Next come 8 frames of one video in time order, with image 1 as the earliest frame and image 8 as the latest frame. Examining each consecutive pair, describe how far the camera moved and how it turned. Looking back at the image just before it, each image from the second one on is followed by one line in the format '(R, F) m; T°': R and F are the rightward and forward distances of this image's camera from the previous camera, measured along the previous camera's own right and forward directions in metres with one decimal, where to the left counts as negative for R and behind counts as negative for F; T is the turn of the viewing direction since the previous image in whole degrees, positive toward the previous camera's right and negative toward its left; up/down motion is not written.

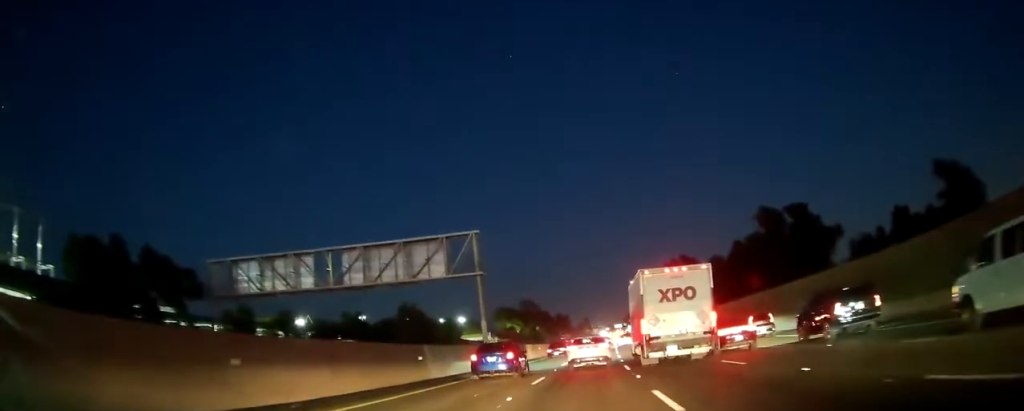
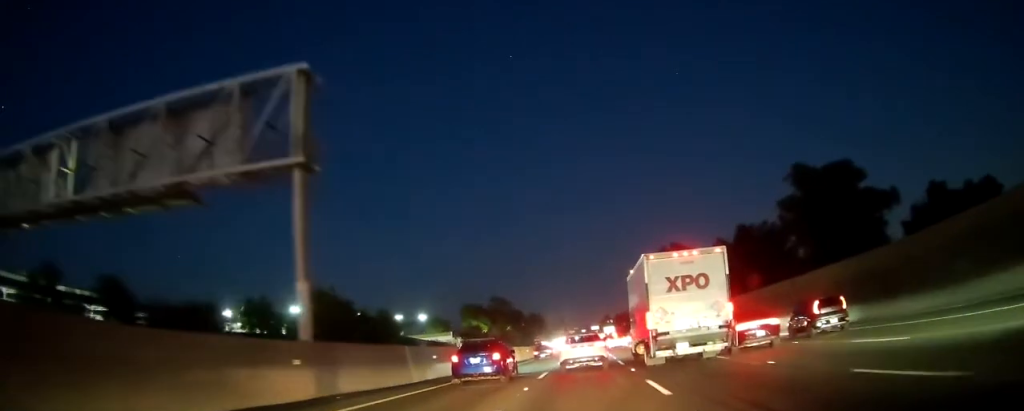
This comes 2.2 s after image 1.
(+0.7, +27.8) m; +3°
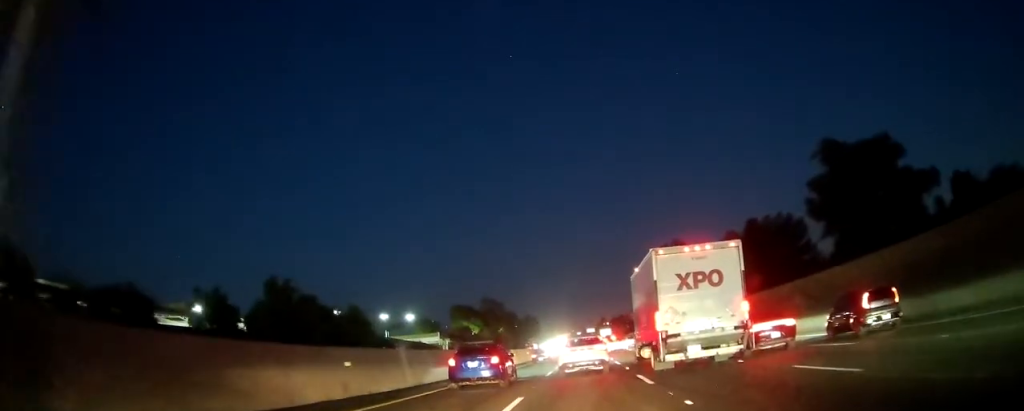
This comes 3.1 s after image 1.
(+0.1, +11.1) m; 0°
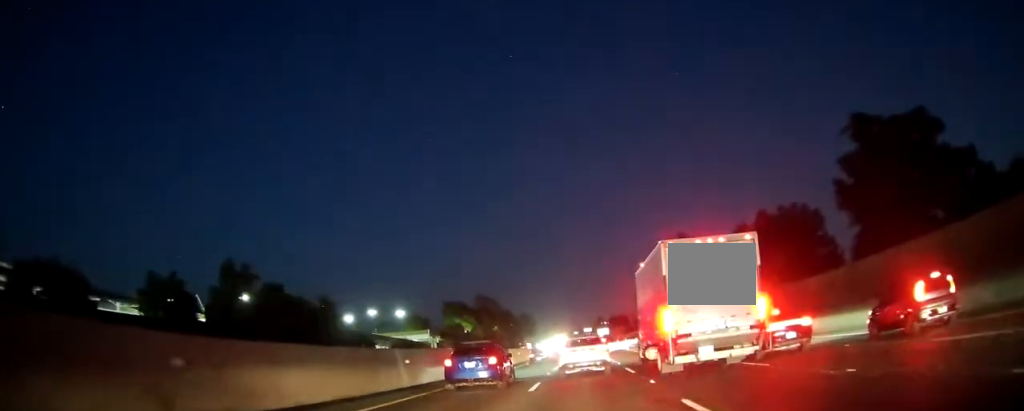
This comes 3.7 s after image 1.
(0.0, +8.3) m; 0°
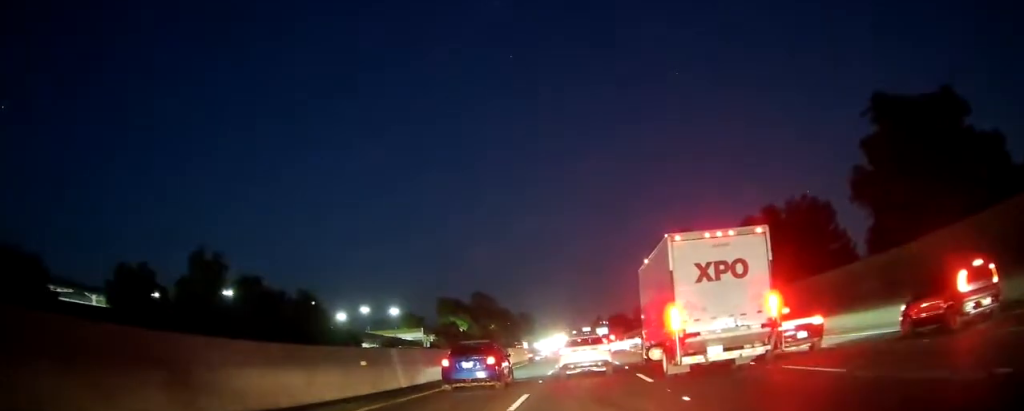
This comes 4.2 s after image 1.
(-0.1, +5.4) m; 0°
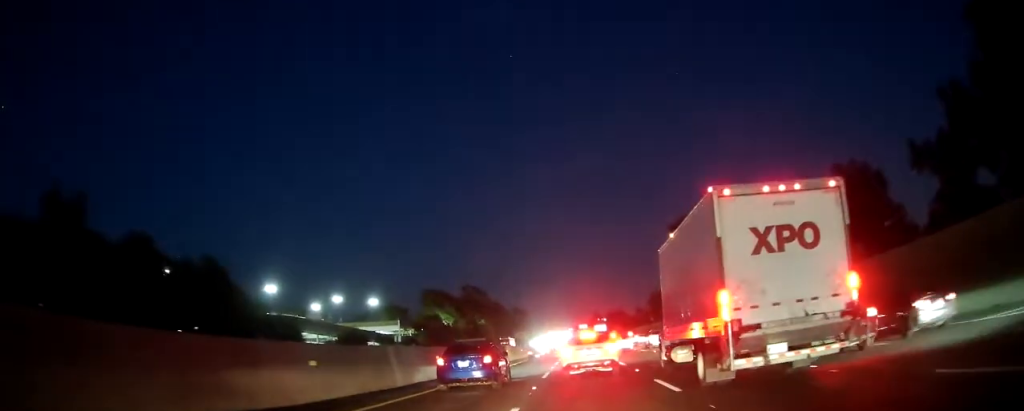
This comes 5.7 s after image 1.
(+0.2, +18.8) m; 0°
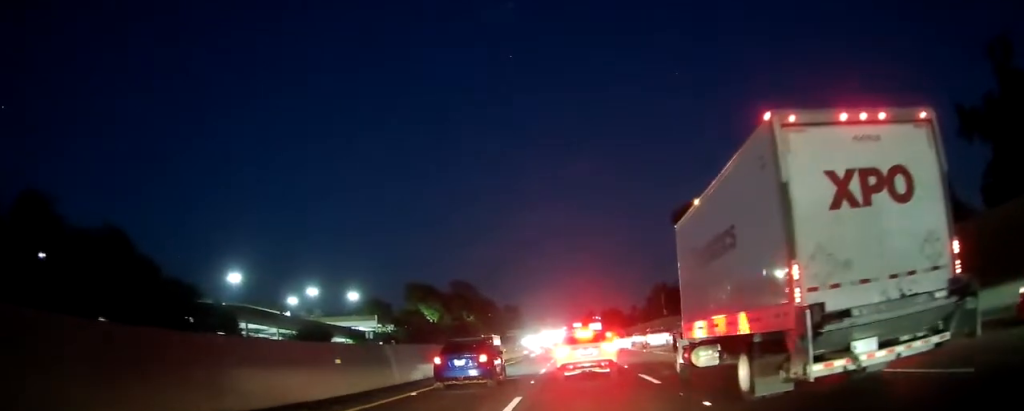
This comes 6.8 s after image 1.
(-0.1, +12.8) m; 0°
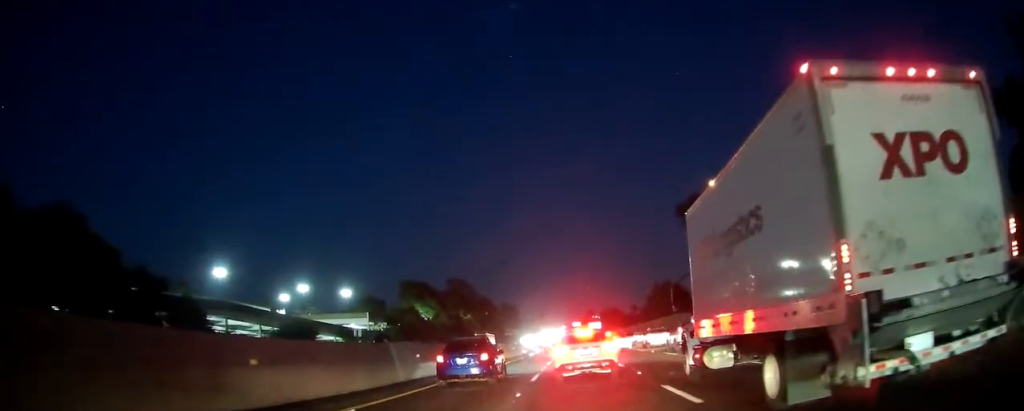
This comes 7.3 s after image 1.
(-0.2, +5.6) m; +1°
